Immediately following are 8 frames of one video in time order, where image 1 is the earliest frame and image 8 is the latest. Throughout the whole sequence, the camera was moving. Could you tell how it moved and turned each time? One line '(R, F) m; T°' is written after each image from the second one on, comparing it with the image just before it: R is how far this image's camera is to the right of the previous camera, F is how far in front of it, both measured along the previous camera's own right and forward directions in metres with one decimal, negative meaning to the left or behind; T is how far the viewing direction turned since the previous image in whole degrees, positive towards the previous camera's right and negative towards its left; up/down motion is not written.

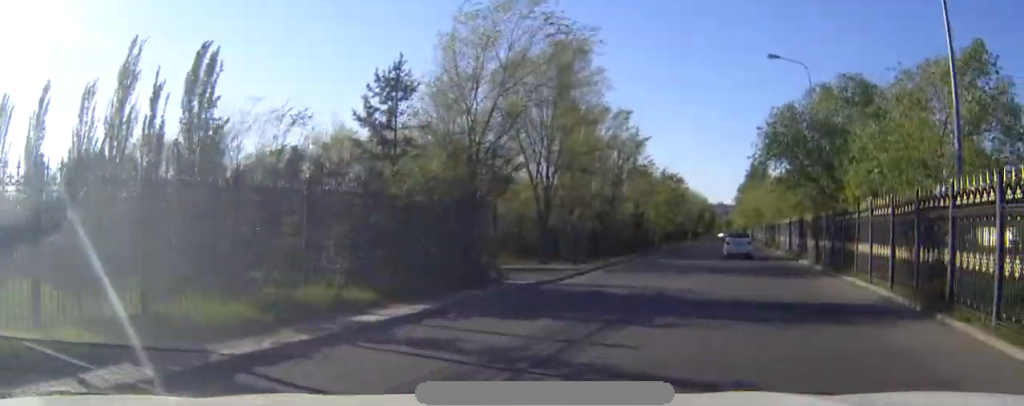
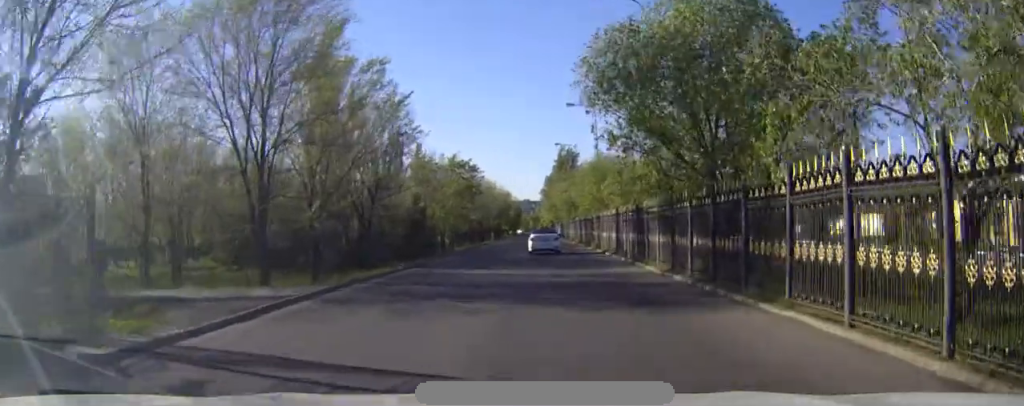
(+2.0, +10.9) m; +10°
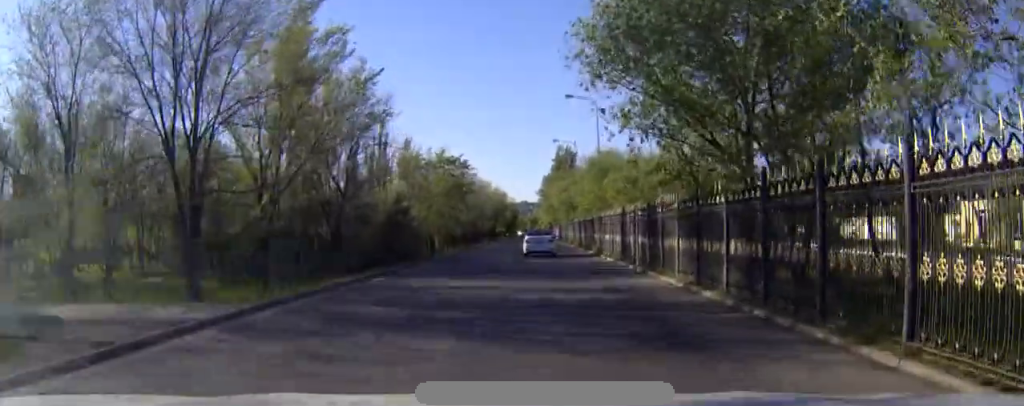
(0.0, +4.3) m; 0°
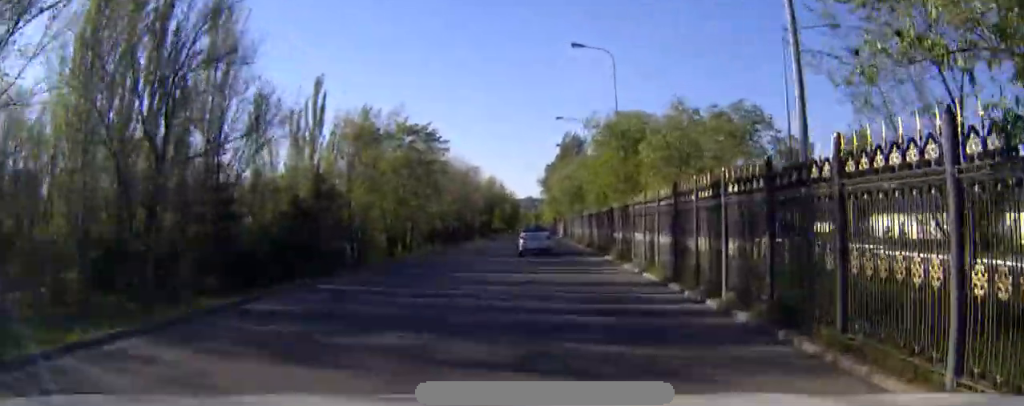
(-0.1, +14.2) m; -1°
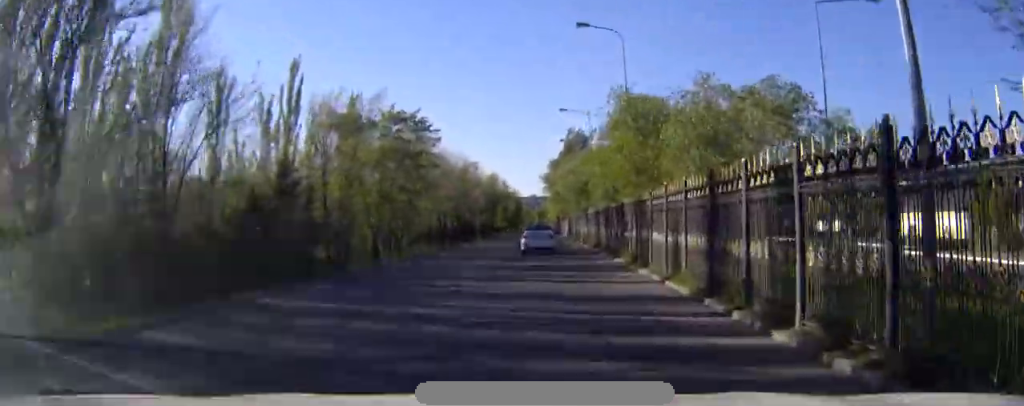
(0.0, +4.0) m; 0°
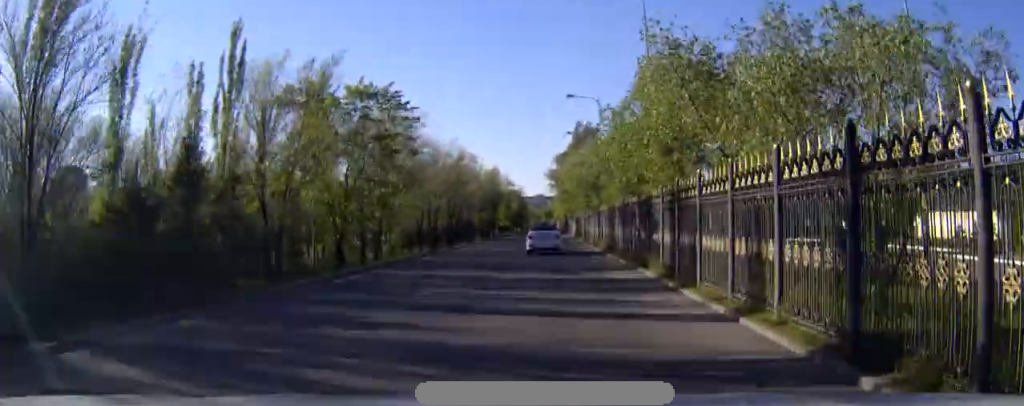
(0.0, +7.0) m; 0°
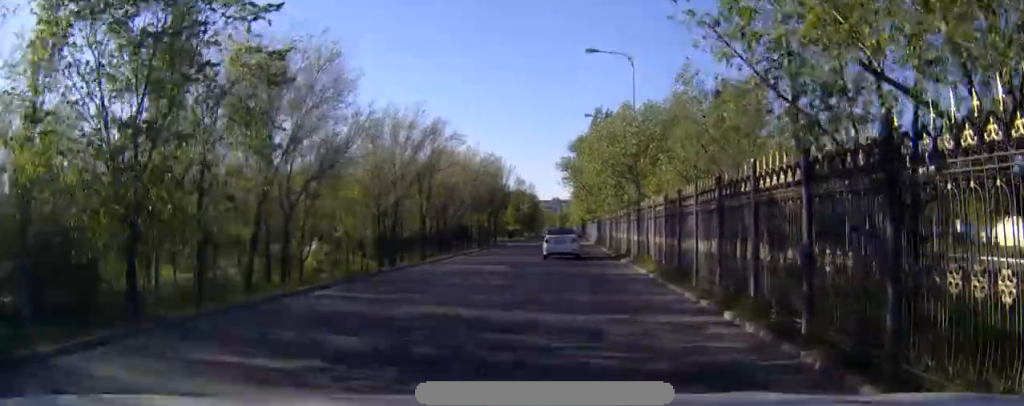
(-0.2, +16.5) m; -1°
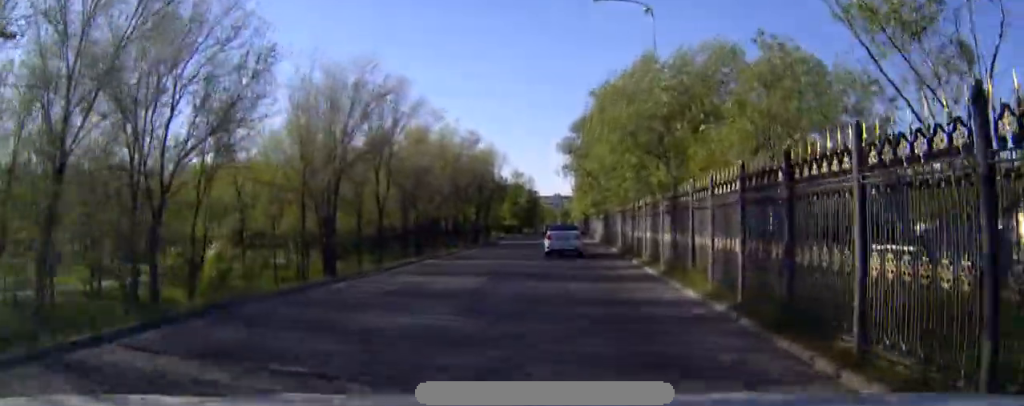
(0.0, +9.3) m; +1°
